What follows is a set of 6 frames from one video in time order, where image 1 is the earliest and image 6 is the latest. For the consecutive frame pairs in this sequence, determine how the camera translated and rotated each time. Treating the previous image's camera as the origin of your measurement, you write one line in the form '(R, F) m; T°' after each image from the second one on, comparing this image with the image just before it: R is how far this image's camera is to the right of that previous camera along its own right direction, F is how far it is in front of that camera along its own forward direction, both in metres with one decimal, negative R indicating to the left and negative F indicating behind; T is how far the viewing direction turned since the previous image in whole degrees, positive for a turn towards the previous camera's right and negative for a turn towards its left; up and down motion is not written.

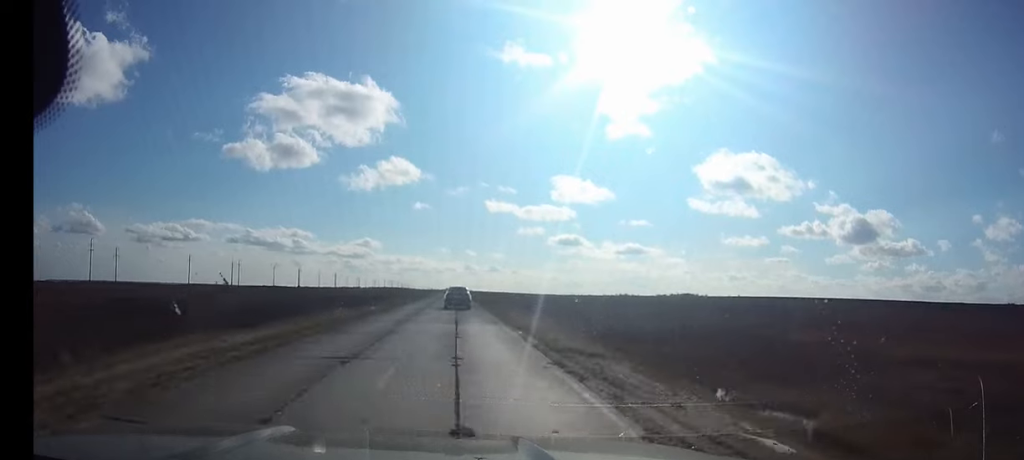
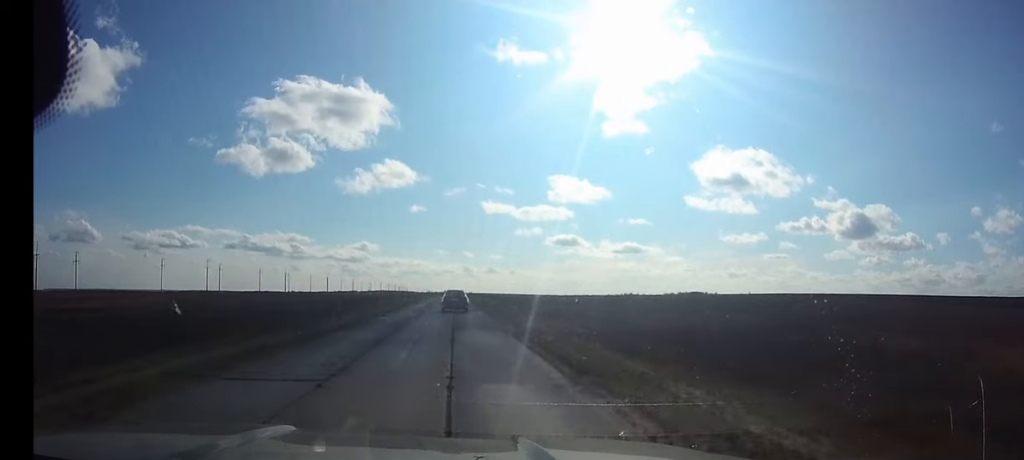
(0.0, +19.0) m; 0°
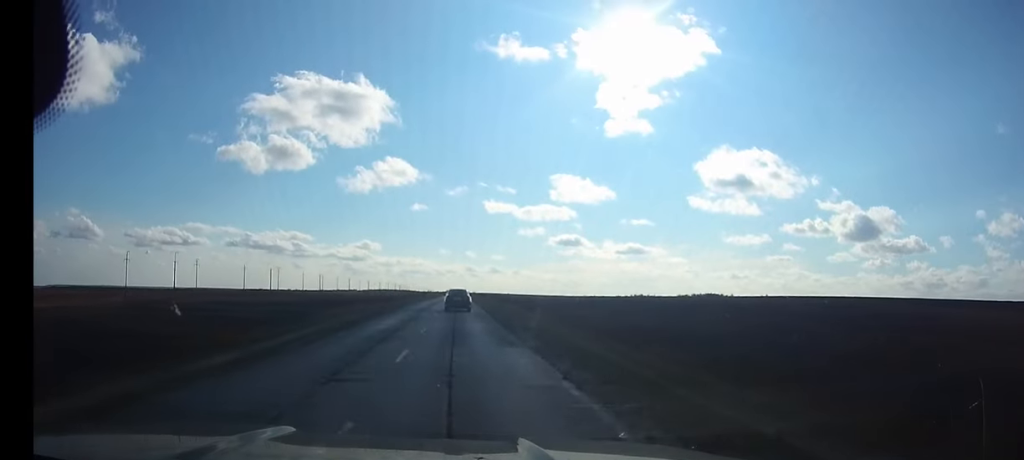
(0.0, +24.1) m; 0°
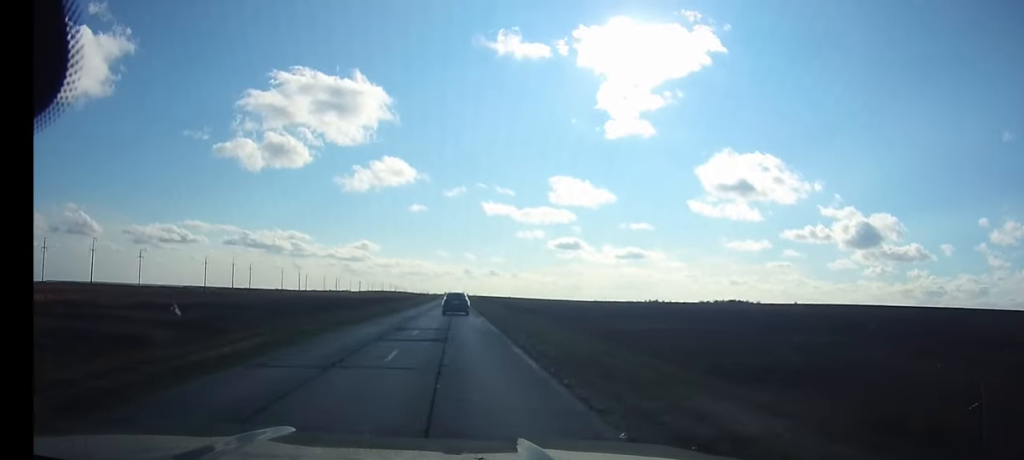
(-0.1, +40.1) m; 0°
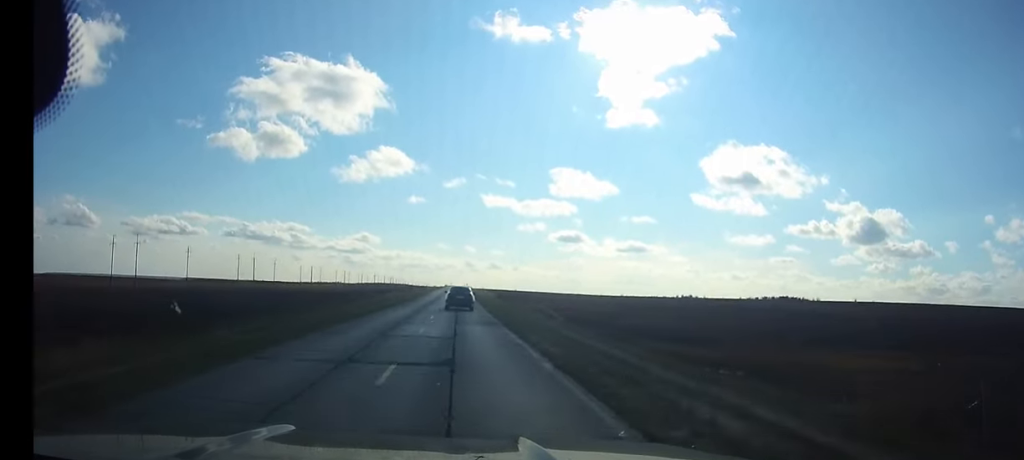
(0.0, +68.5) m; 0°
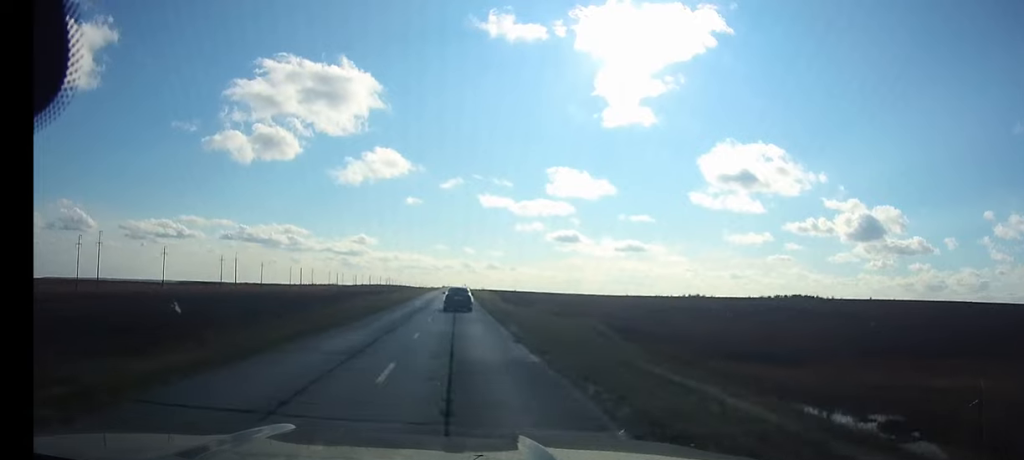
(0.0, +17.9) m; 0°
